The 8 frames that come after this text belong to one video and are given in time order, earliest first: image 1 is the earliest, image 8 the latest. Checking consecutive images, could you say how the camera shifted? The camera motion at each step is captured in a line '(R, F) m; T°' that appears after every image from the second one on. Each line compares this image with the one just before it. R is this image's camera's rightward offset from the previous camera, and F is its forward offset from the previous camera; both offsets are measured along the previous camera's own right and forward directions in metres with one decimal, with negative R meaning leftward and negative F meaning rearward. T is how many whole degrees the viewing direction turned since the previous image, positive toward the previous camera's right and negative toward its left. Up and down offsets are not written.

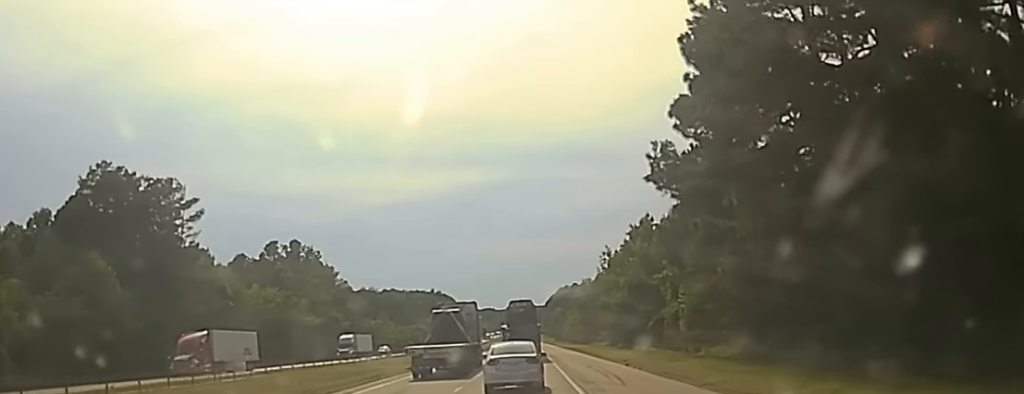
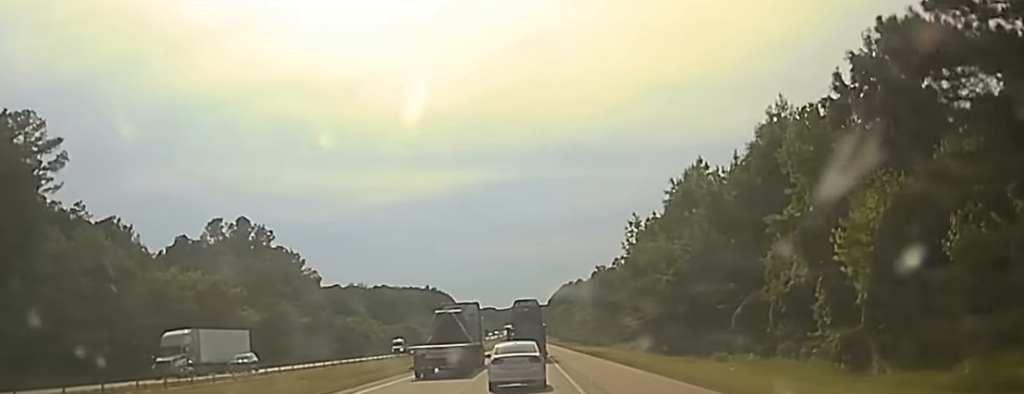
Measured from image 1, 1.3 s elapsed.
(-0.7, +41.6) m; -1°
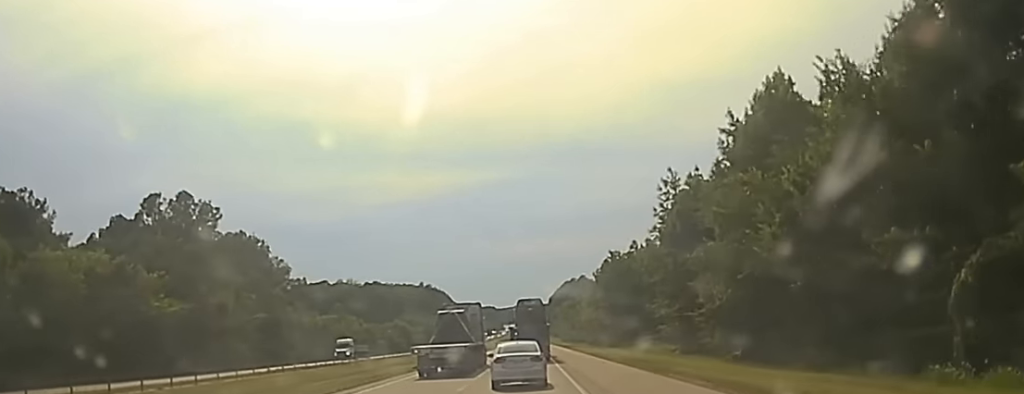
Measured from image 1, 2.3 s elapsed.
(+0.1, +31.4) m; +1°
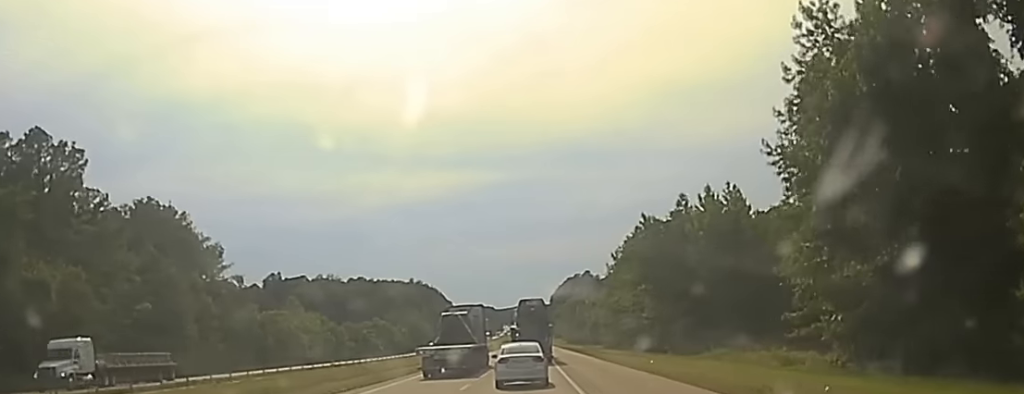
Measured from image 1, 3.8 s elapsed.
(+0.6, +47.5) m; 0°
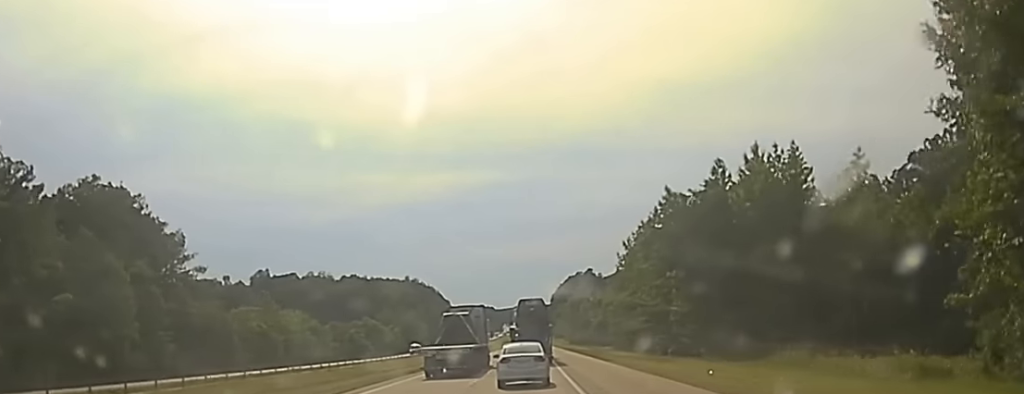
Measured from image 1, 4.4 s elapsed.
(-0.1, +18.1) m; 0°
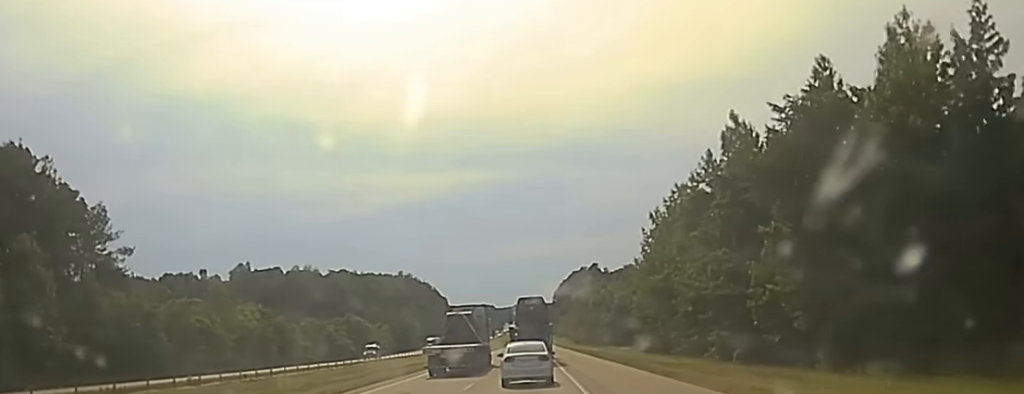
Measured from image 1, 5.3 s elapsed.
(-0.4, +29.5) m; 0°
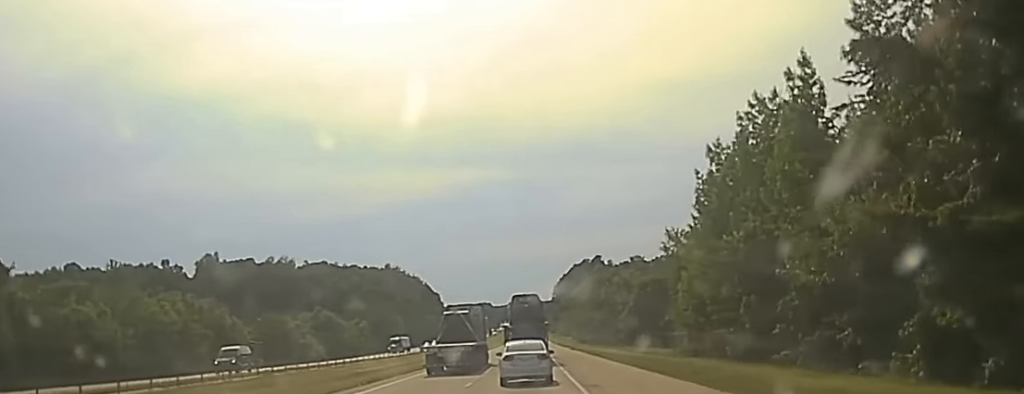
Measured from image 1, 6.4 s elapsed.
(+0.4, +35.0) m; +1°
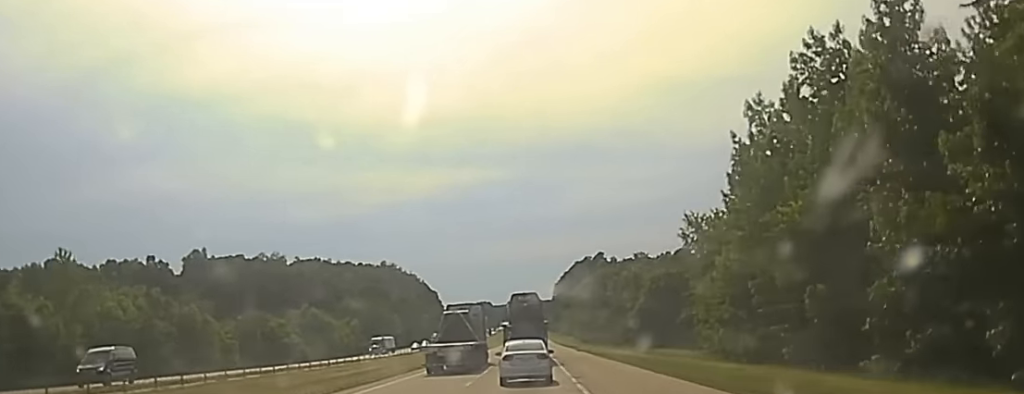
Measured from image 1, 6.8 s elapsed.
(0.0, +14.0) m; 0°
